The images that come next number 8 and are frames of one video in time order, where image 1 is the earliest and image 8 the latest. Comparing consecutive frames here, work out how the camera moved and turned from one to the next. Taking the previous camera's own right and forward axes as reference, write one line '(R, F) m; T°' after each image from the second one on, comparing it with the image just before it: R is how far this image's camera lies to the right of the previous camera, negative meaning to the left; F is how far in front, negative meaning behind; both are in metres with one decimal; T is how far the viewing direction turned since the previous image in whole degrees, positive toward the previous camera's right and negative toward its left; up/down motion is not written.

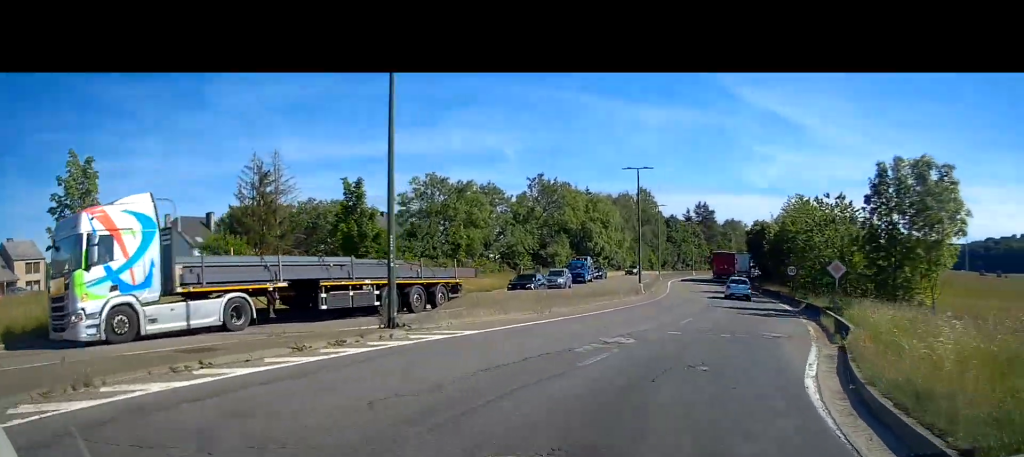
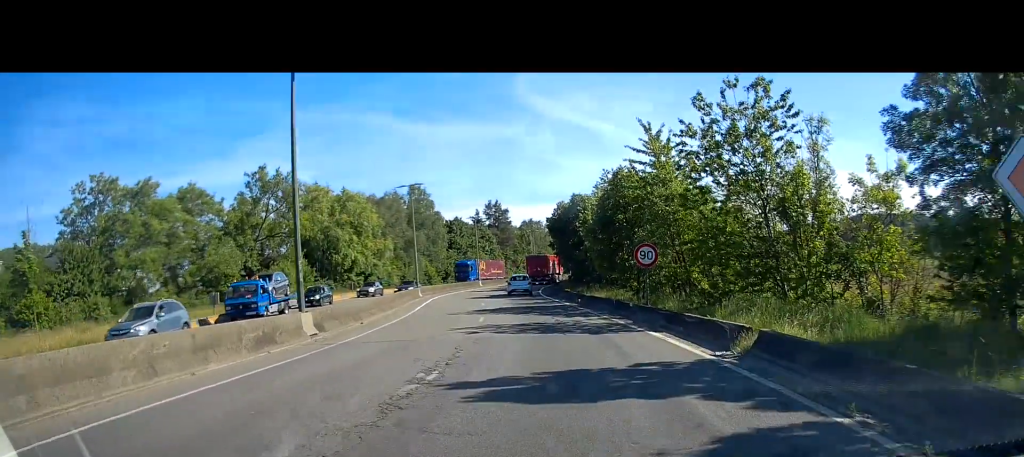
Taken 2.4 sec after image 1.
(+6.2, +25.0) m; +21°
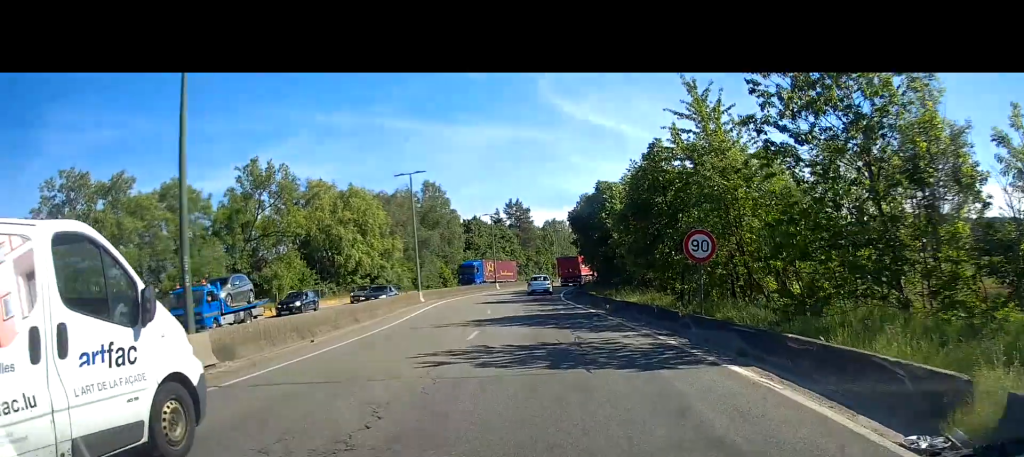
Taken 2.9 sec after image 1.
(+0.1, +6.8) m; -1°
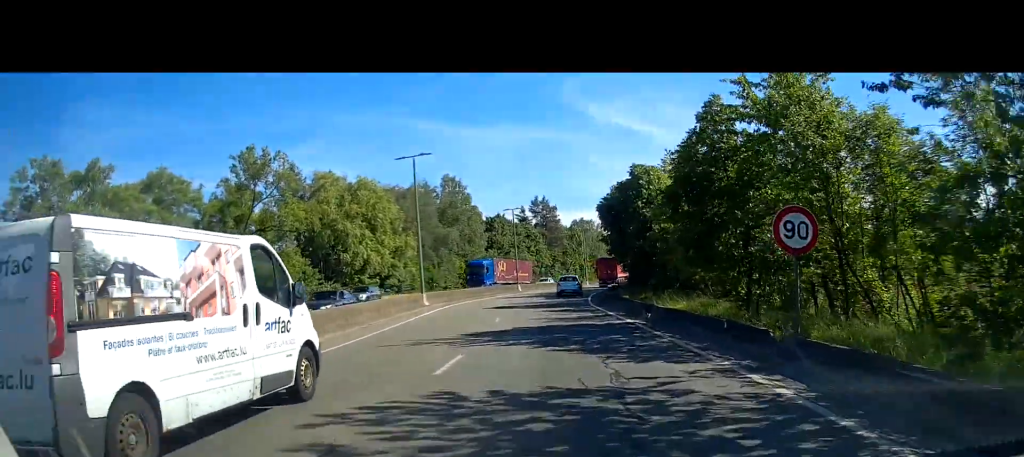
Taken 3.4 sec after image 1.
(-0.2, +6.2) m; -1°
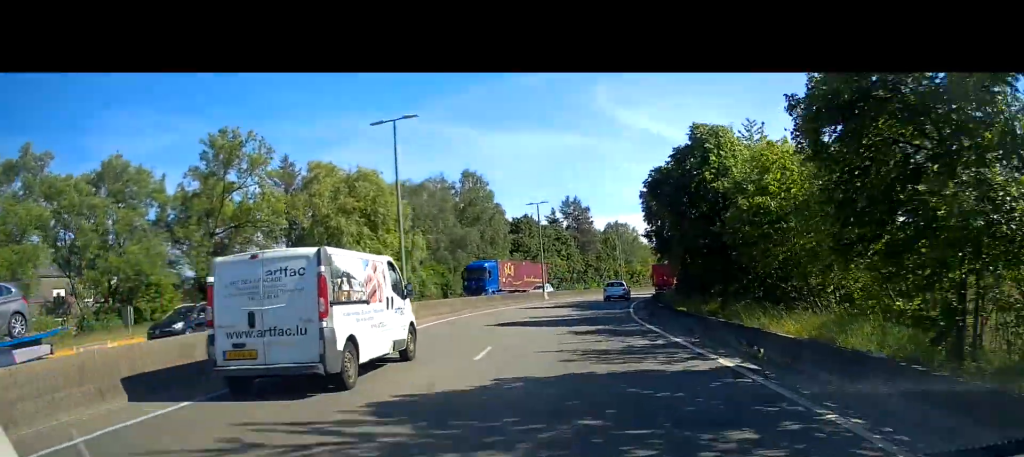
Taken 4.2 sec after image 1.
(-0.1, +9.8) m; -1°
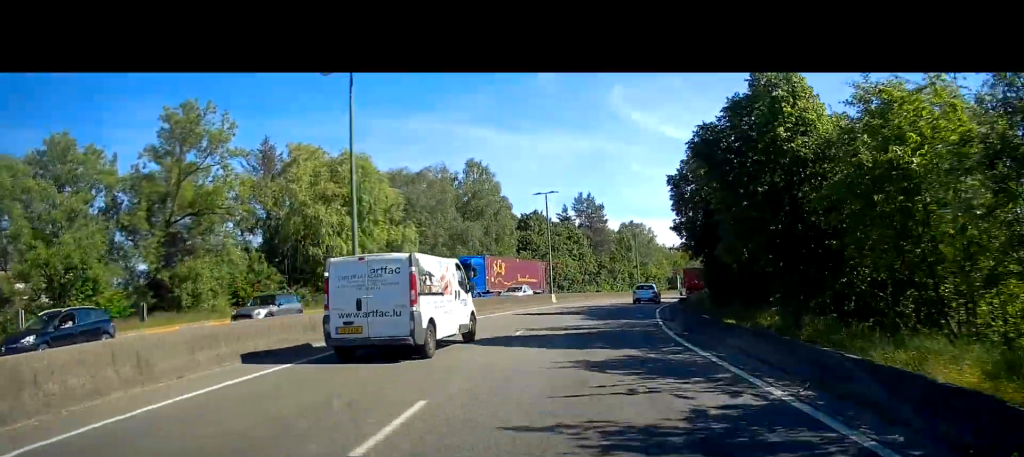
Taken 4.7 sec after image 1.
(0.0, +6.9) m; 0°
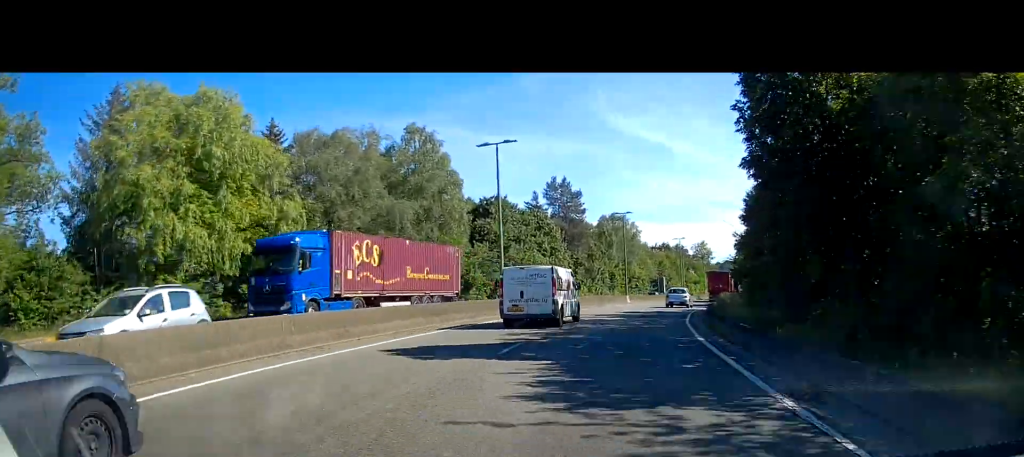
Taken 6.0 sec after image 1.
(0.0, +17.6) m; 0°
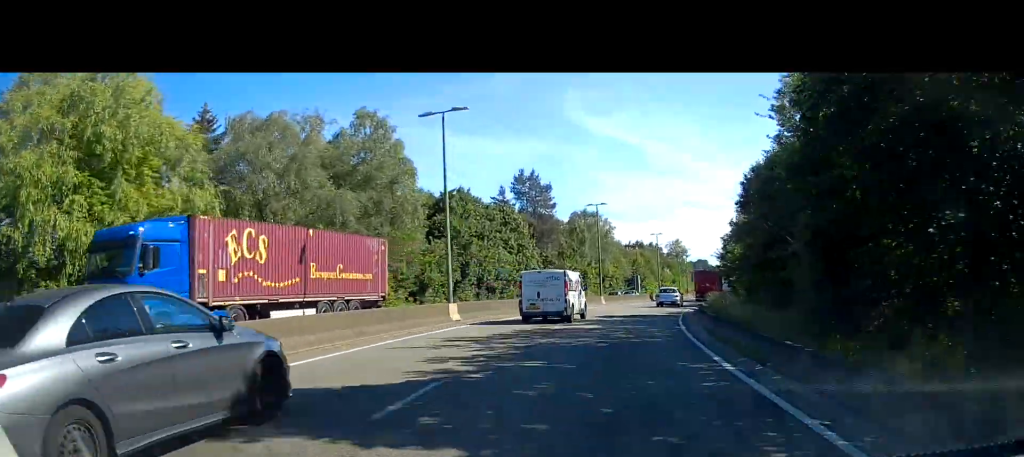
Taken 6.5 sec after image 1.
(0.0, +6.0) m; 0°
